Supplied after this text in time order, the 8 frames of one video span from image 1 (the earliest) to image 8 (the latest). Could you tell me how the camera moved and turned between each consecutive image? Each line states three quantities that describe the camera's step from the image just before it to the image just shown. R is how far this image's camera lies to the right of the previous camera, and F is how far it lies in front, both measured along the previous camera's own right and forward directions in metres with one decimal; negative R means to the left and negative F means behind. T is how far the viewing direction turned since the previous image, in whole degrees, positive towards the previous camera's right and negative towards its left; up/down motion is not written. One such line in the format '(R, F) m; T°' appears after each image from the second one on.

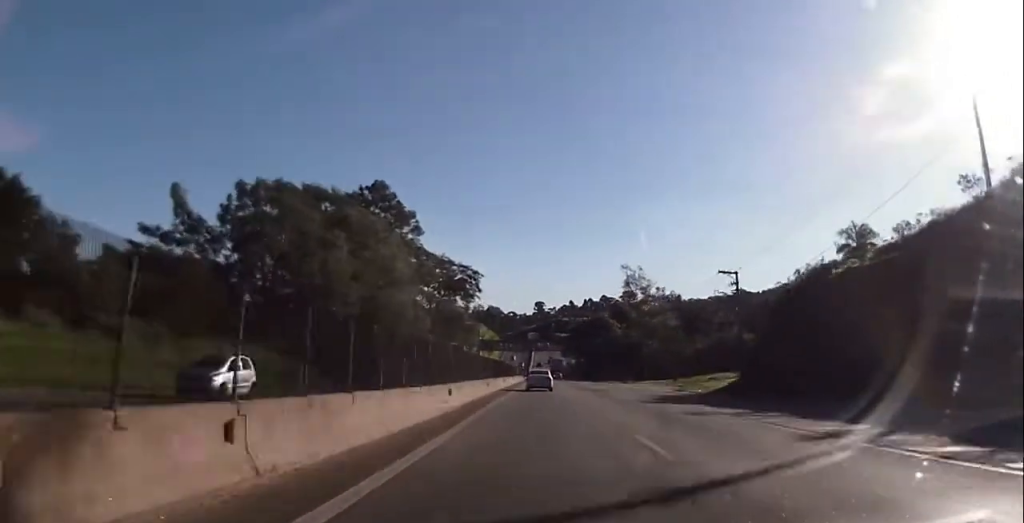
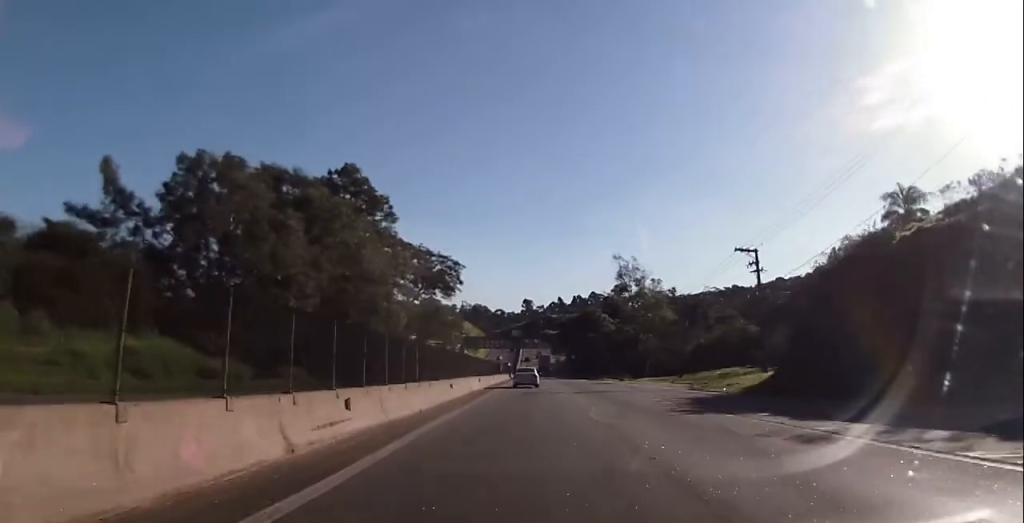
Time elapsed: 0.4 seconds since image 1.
(+0.1, +10.5) m; +1°
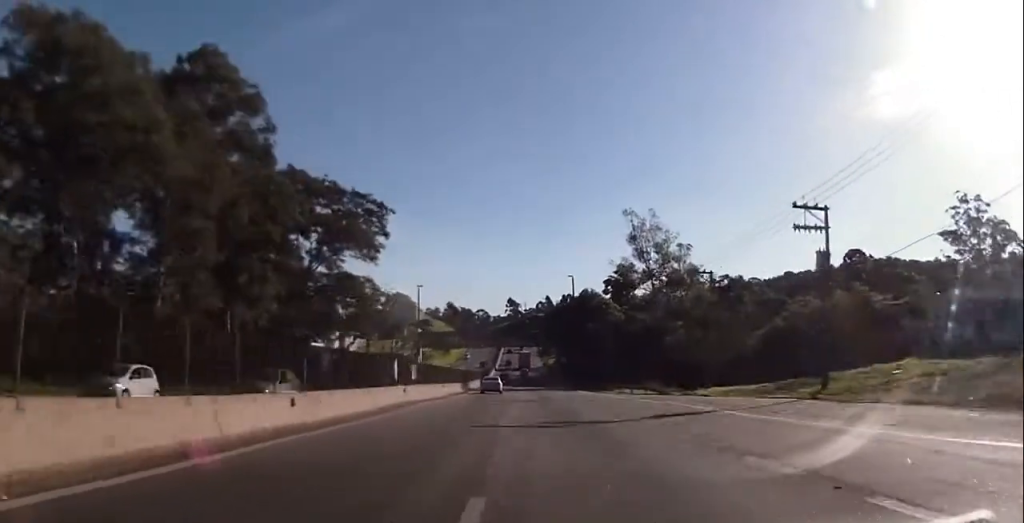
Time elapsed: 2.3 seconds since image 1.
(+0.7, +45.5) m; +1°
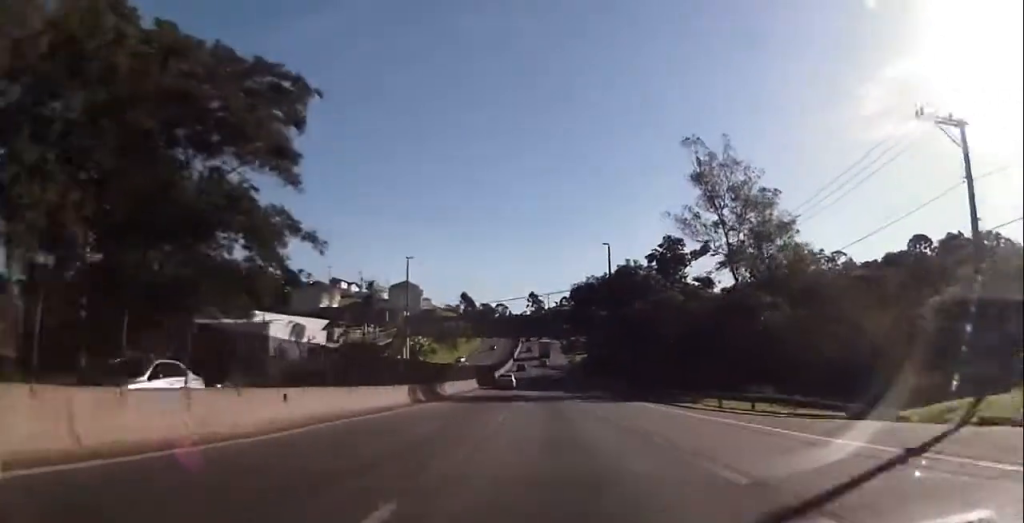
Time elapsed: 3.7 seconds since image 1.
(0.0, +32.1) m; 0°
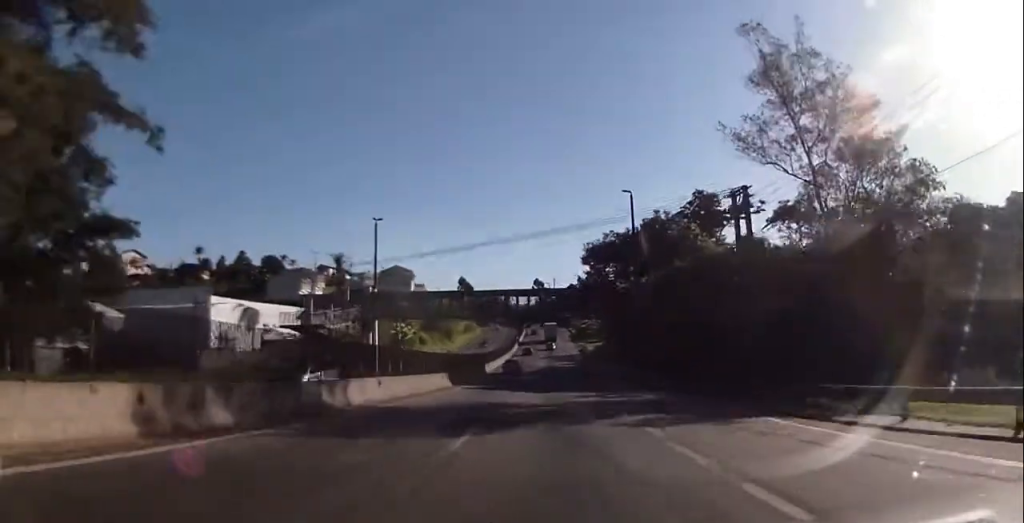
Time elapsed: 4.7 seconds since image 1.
(0.0, +22.7) m; -1°
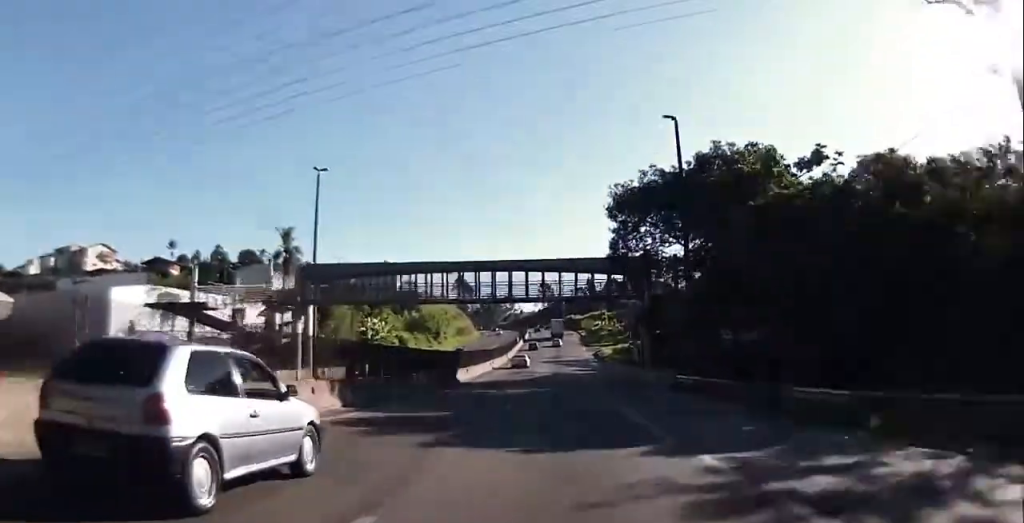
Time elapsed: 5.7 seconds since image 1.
(-0.6, +24.3) m; -1°
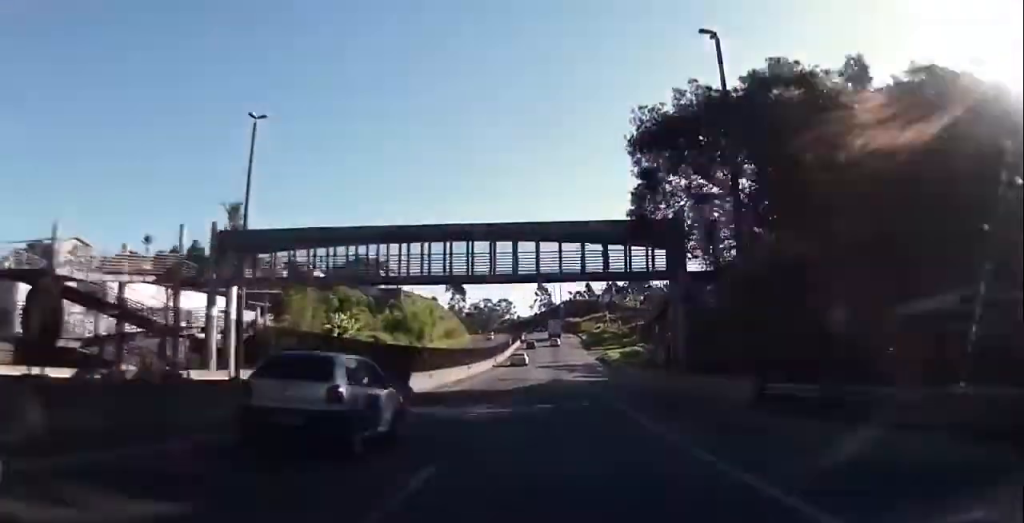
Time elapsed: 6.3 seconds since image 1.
(0.0, +14.2) m; +1°
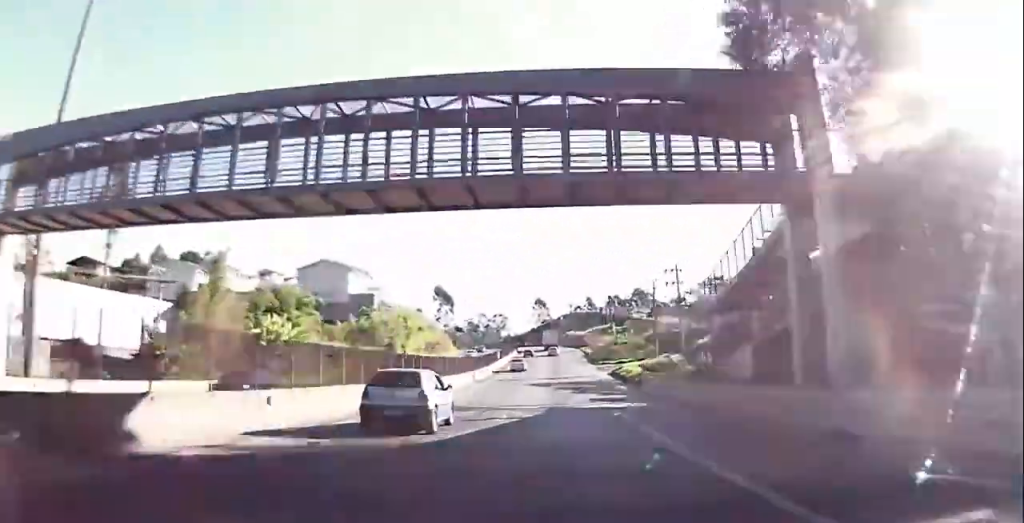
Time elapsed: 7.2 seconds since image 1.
(+0.3, +20.7) m; +1°
